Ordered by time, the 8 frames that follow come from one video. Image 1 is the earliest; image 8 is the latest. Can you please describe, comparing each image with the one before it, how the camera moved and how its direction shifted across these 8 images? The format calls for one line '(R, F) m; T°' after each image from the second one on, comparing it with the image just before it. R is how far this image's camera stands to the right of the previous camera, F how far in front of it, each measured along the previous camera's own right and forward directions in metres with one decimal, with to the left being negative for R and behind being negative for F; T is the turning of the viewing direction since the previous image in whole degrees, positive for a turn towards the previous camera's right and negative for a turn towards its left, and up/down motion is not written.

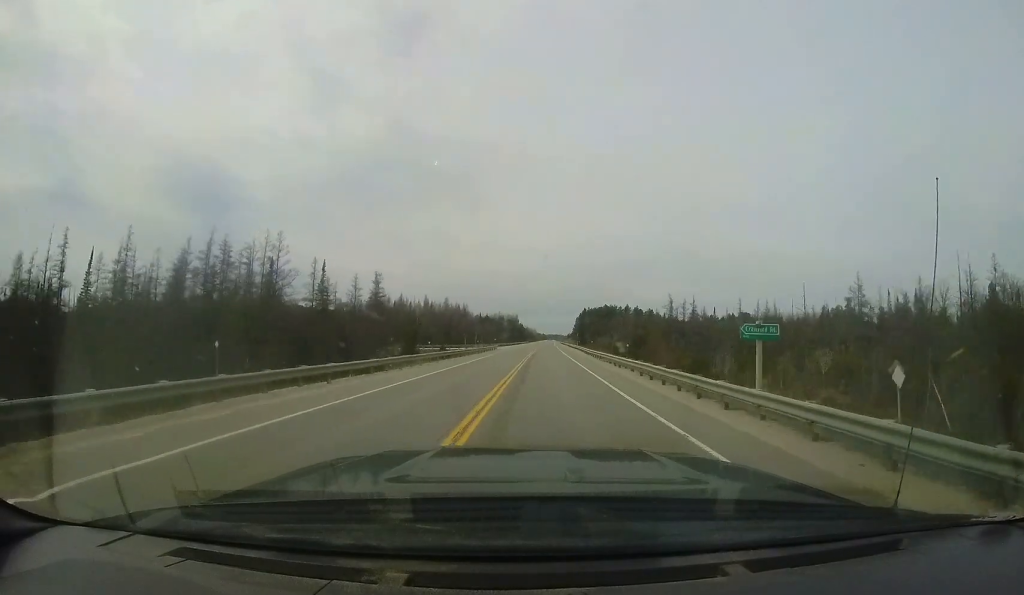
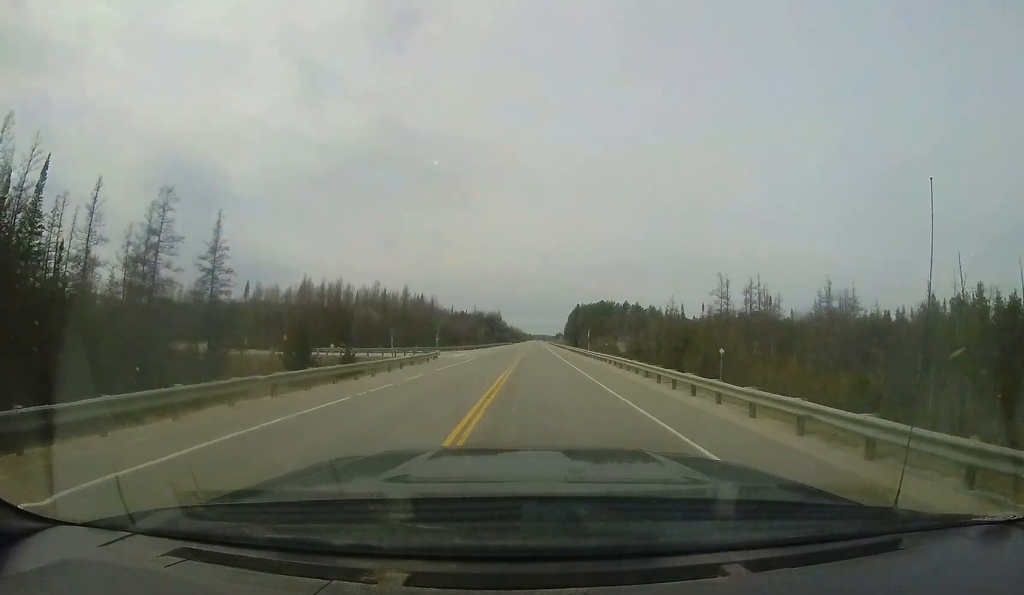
(+0.5, +32.1) m; +2°
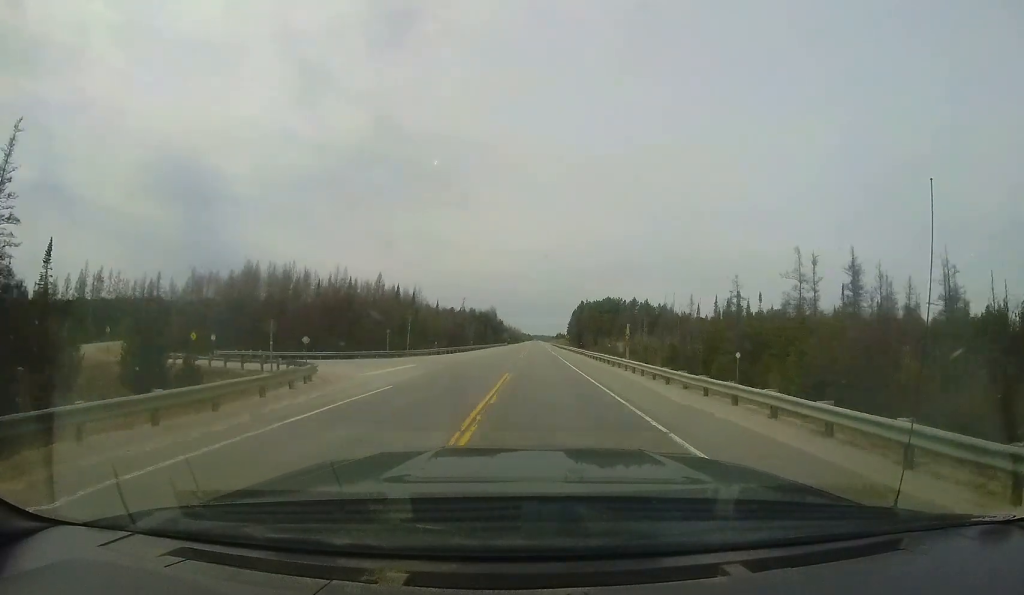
(+0.3, +19.8) m; +1°
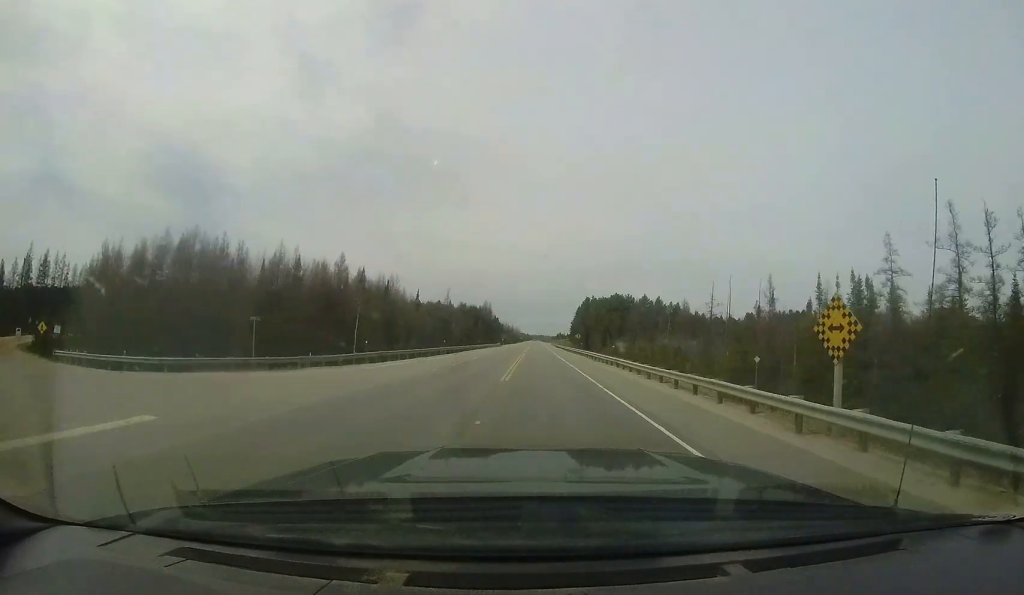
(+0.2, +19.8) m; +1°
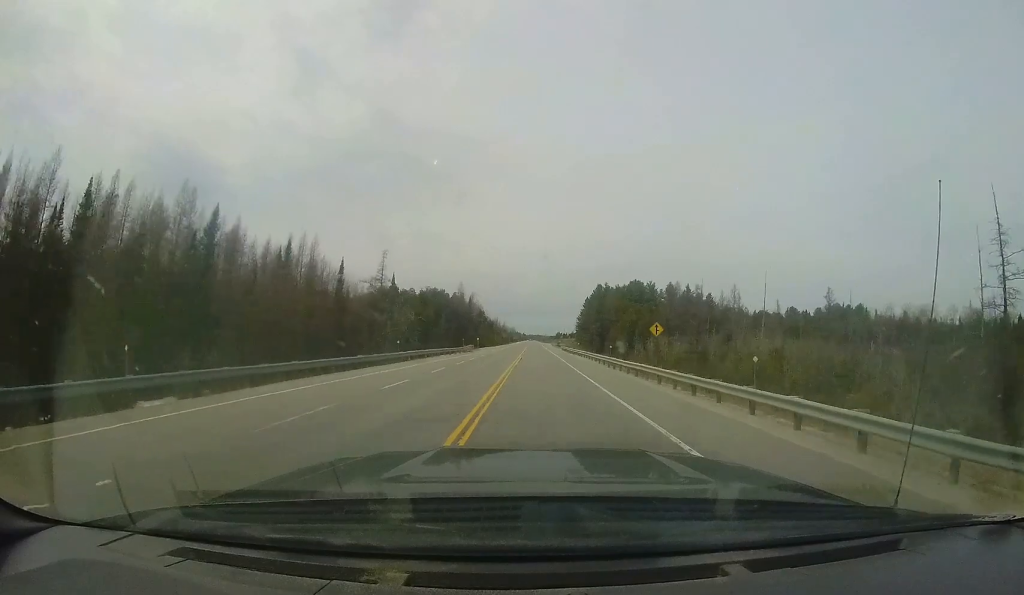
(-0.3, +37.9) m; -2°
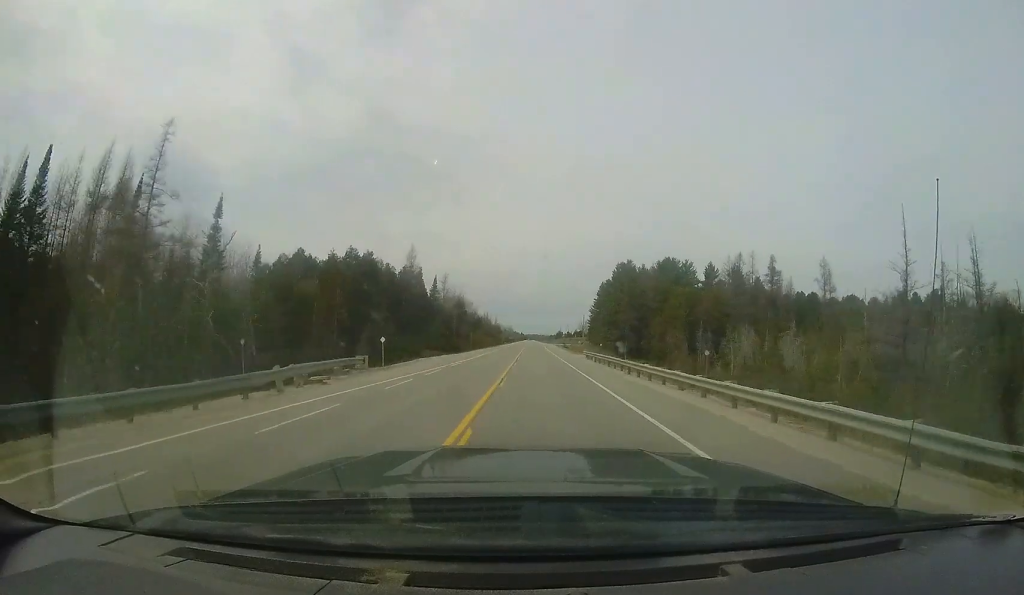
(-0.7, +35.6) m; -1°
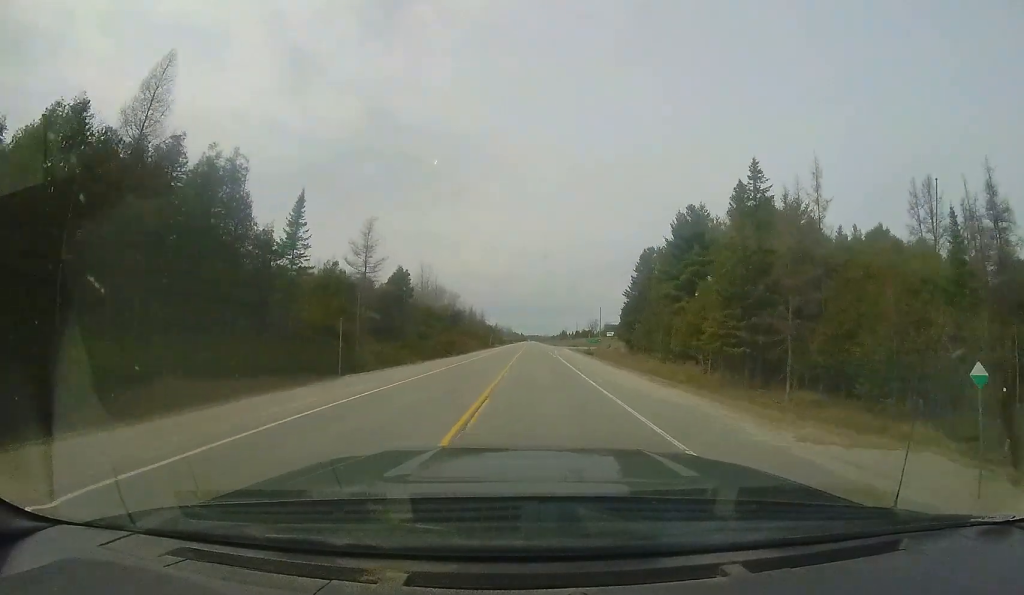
(+0.7, +41.7) m; +1°
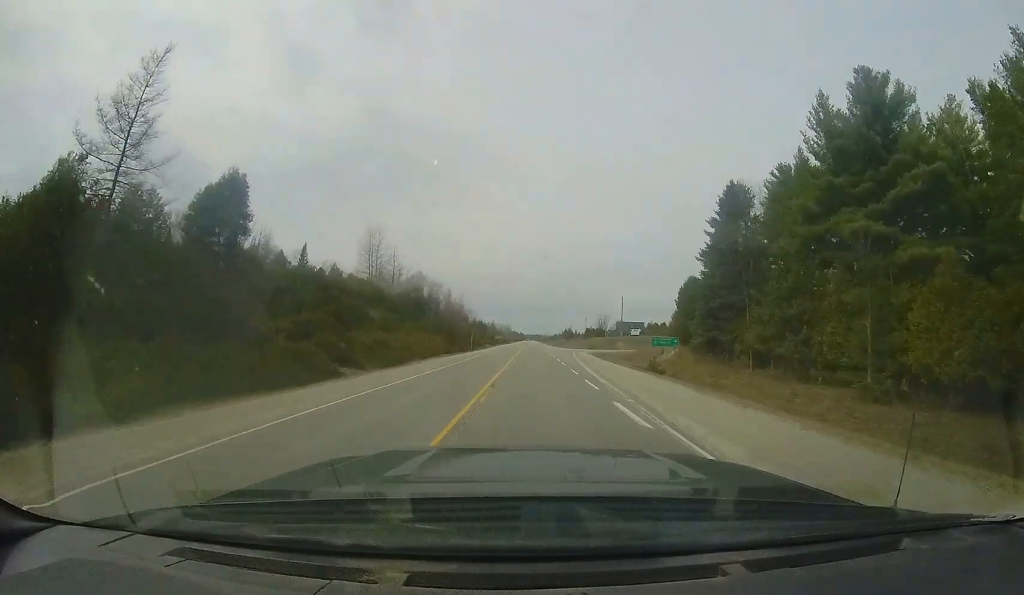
(-0.3, +31.9) m; 0°
